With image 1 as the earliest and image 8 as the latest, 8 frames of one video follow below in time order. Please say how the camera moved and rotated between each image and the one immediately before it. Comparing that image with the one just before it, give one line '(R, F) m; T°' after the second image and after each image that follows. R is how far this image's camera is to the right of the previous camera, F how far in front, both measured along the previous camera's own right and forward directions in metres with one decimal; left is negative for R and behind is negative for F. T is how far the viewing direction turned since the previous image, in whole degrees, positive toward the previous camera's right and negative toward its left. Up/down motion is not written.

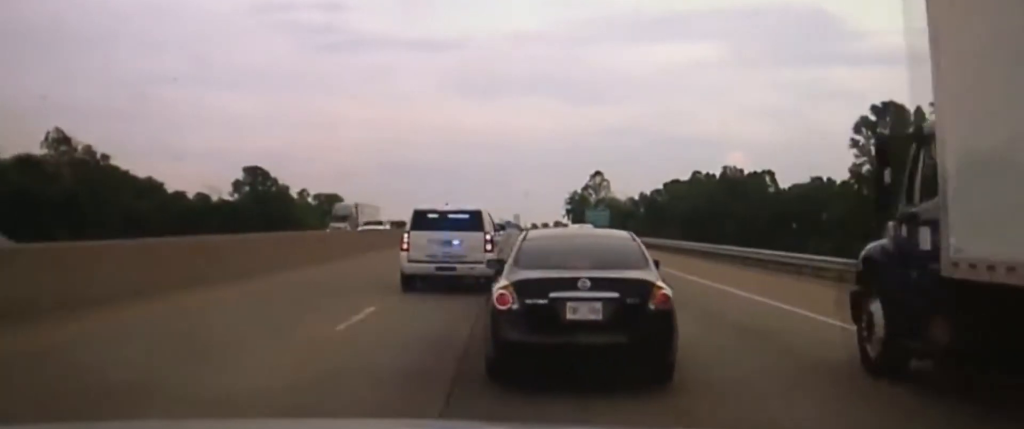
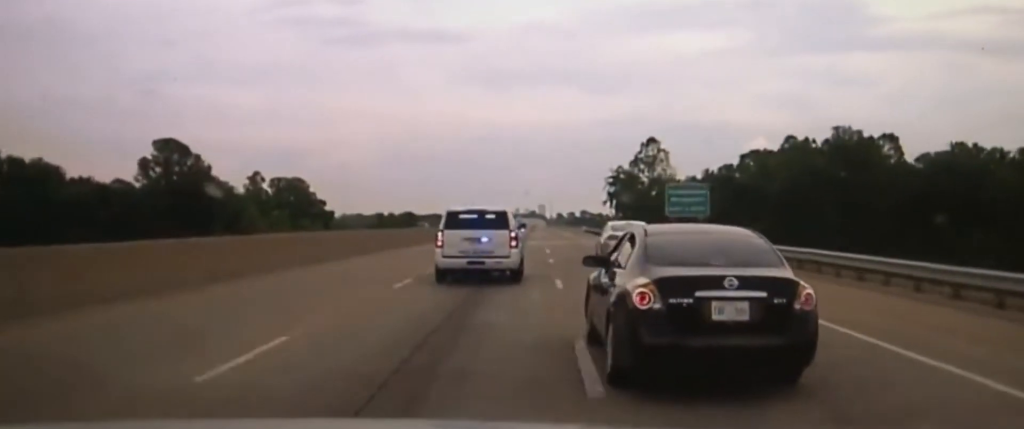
(+0.3, +70.5) m; 0°
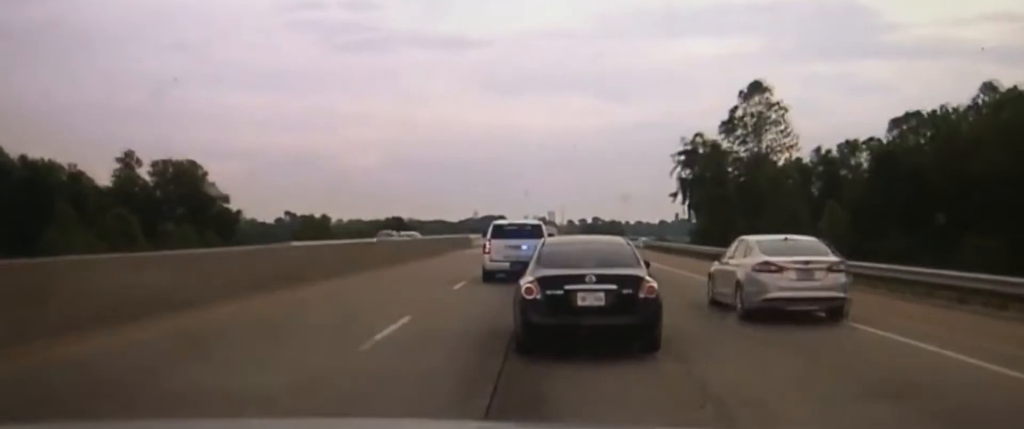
(-0.2, +73.2) m; -1°
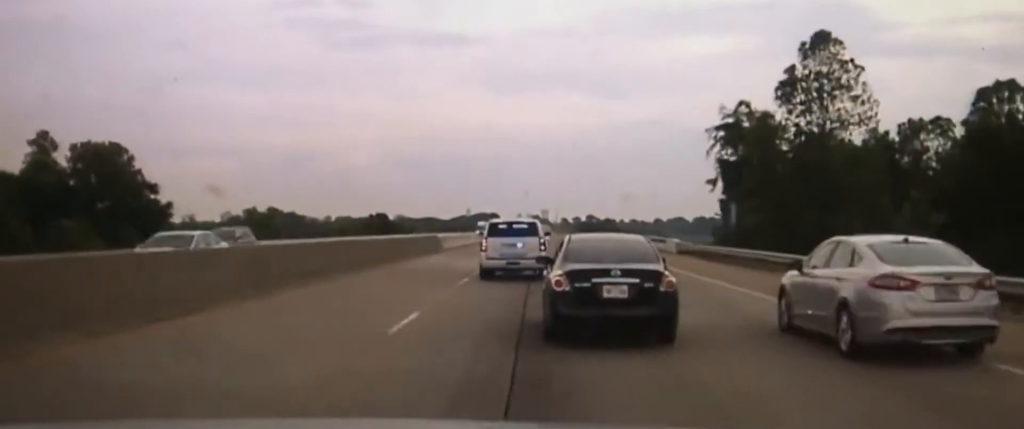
(-0.1, +20.1) m; 0°
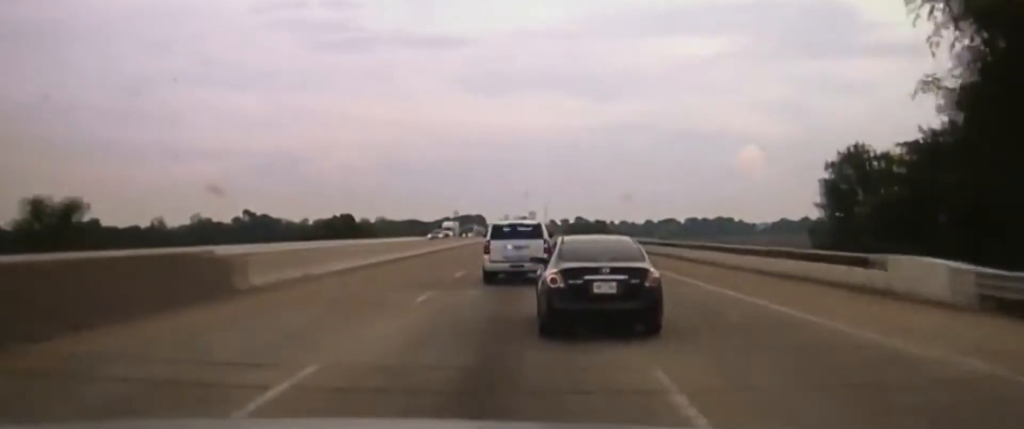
(-0.2, +44.3) m; 0°
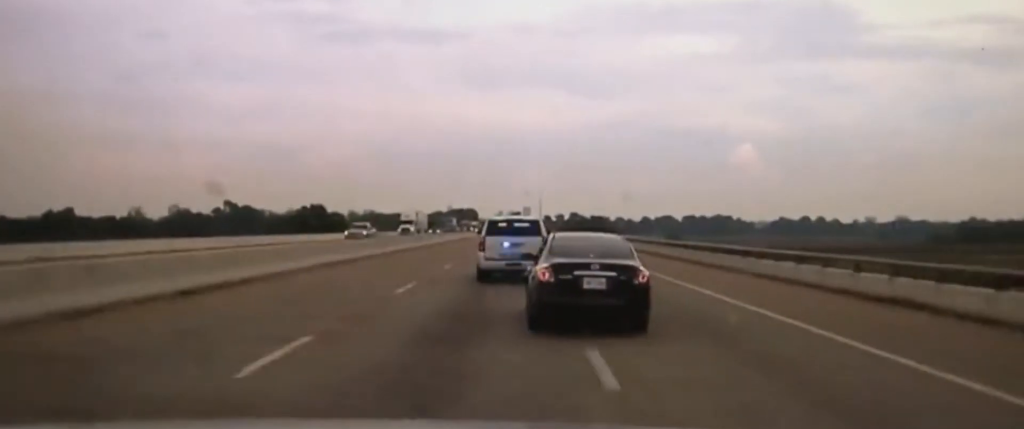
(+0.4, +31.9) m; +1°
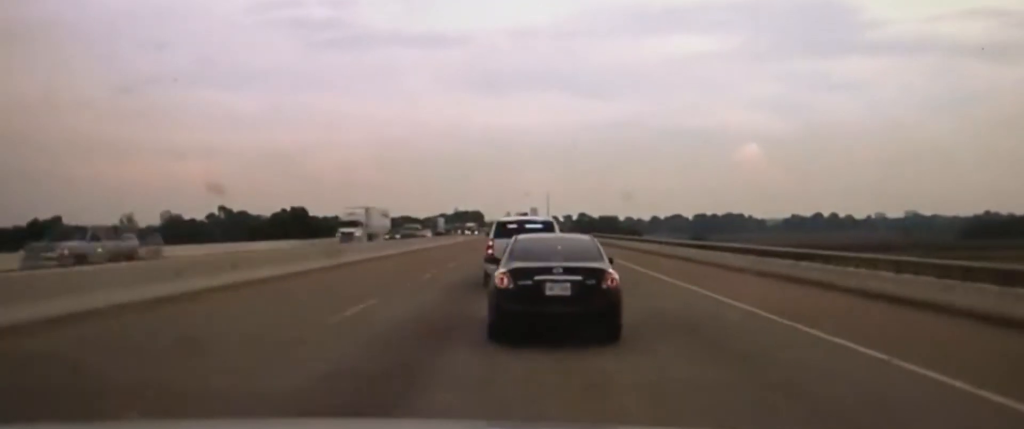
(+0.2, +31.7) m; 0°
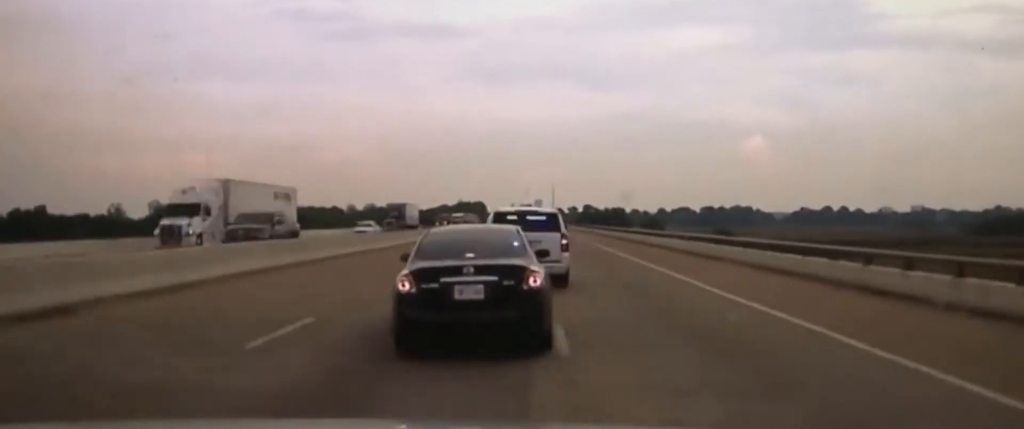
(0.0, +27.0) m; 0°
